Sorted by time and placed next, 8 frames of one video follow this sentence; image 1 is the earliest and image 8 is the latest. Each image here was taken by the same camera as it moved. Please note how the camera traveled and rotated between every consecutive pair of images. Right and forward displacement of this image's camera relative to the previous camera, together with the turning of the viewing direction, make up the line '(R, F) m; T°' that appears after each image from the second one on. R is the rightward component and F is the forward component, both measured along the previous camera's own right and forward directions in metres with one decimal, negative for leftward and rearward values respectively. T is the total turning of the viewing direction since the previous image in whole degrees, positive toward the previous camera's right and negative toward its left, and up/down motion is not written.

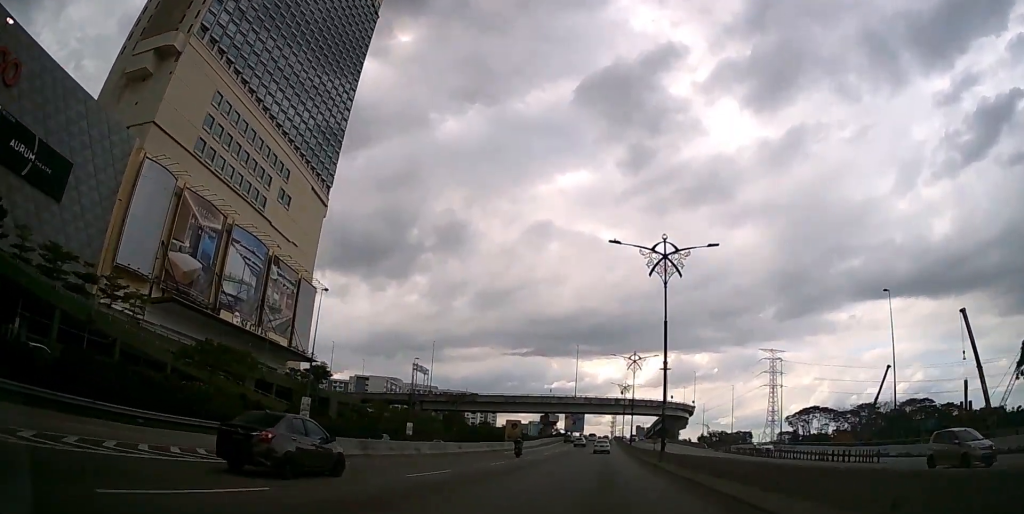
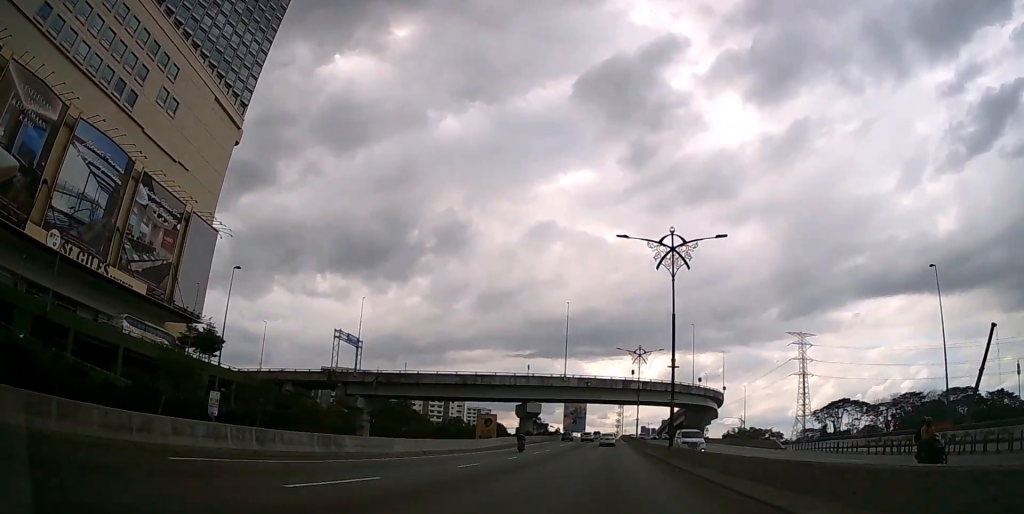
(-0.1, +42.2) m; 0°
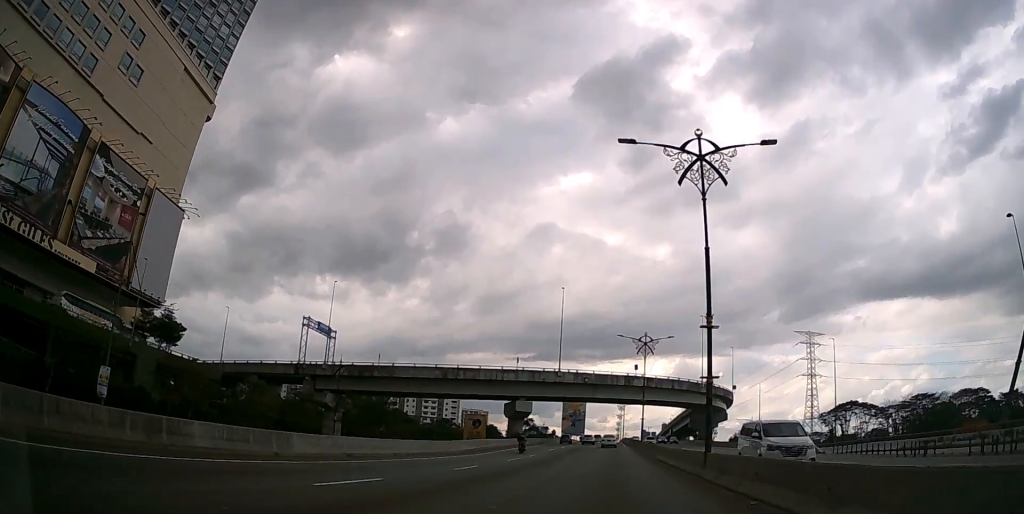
(0.0, +10.7) m; 0°
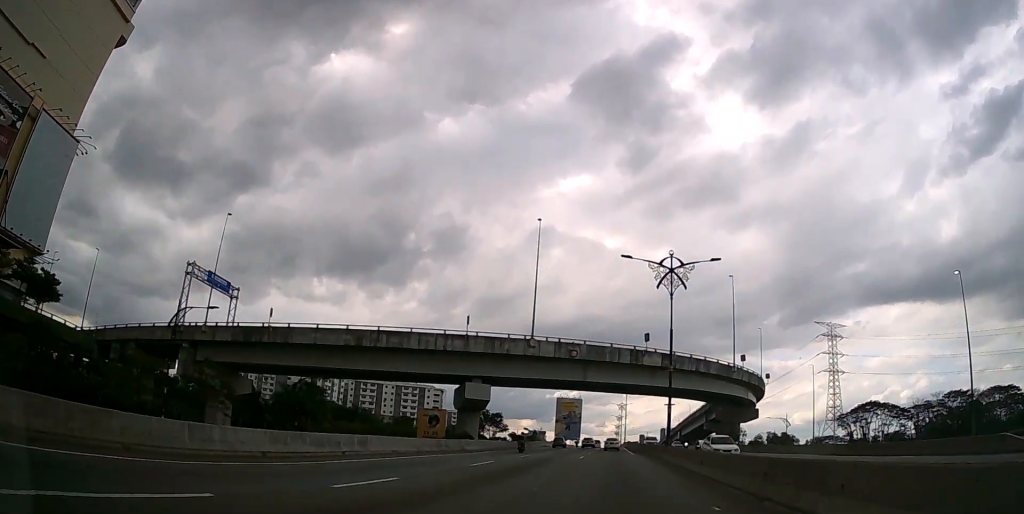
(0.0, +28.2) m; 0°
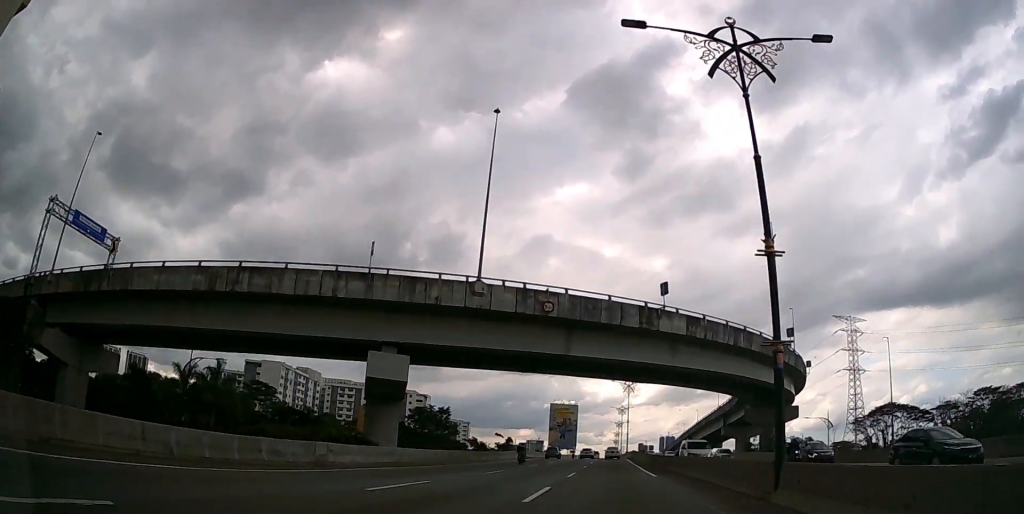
(0.0, +21.5) m; 0°
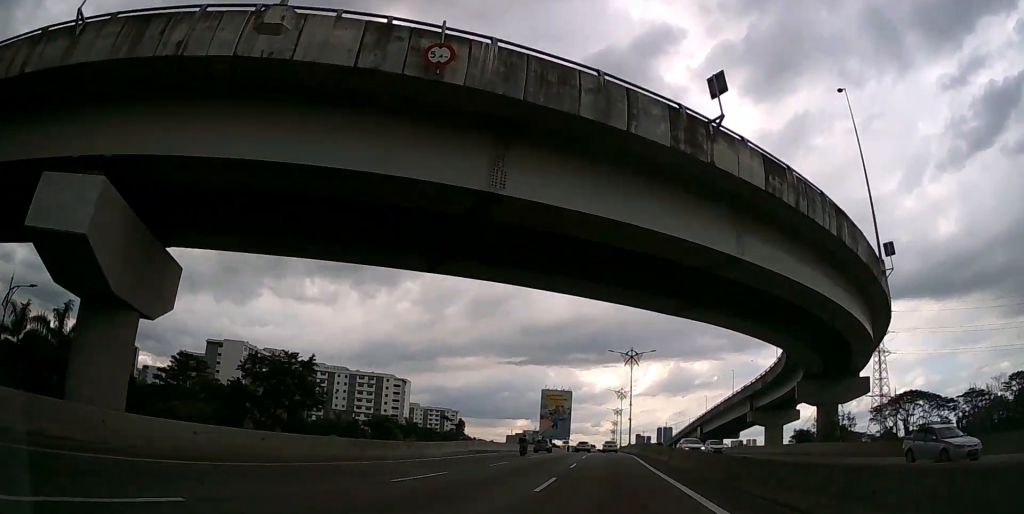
(+0.1, +22.7) m; 0°
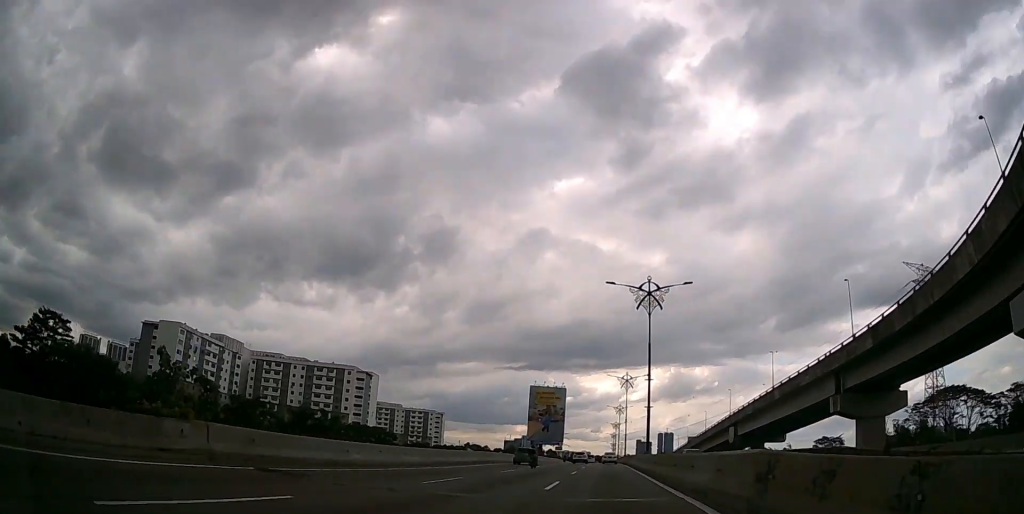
(+0.1, +33.3) m; 0°
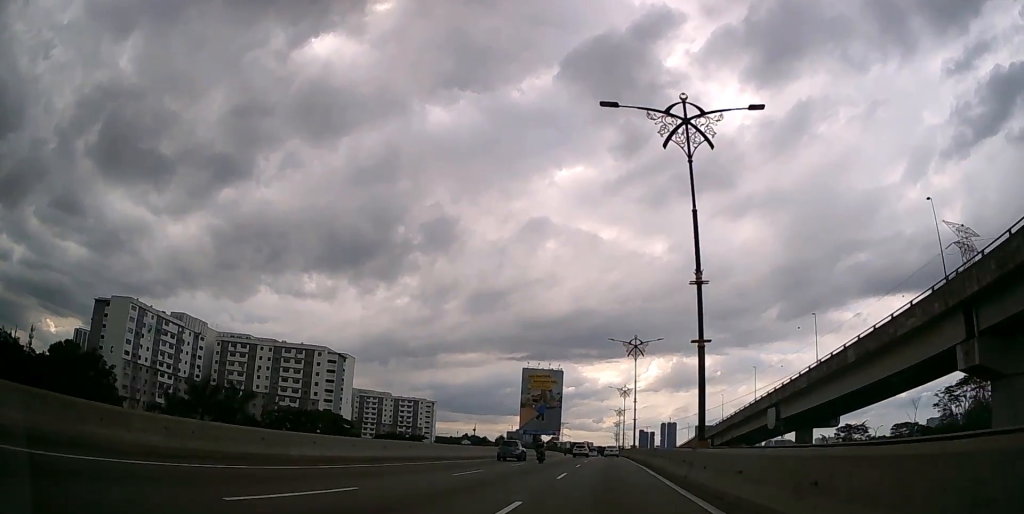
(-0.1, +21.9) m; 0°
